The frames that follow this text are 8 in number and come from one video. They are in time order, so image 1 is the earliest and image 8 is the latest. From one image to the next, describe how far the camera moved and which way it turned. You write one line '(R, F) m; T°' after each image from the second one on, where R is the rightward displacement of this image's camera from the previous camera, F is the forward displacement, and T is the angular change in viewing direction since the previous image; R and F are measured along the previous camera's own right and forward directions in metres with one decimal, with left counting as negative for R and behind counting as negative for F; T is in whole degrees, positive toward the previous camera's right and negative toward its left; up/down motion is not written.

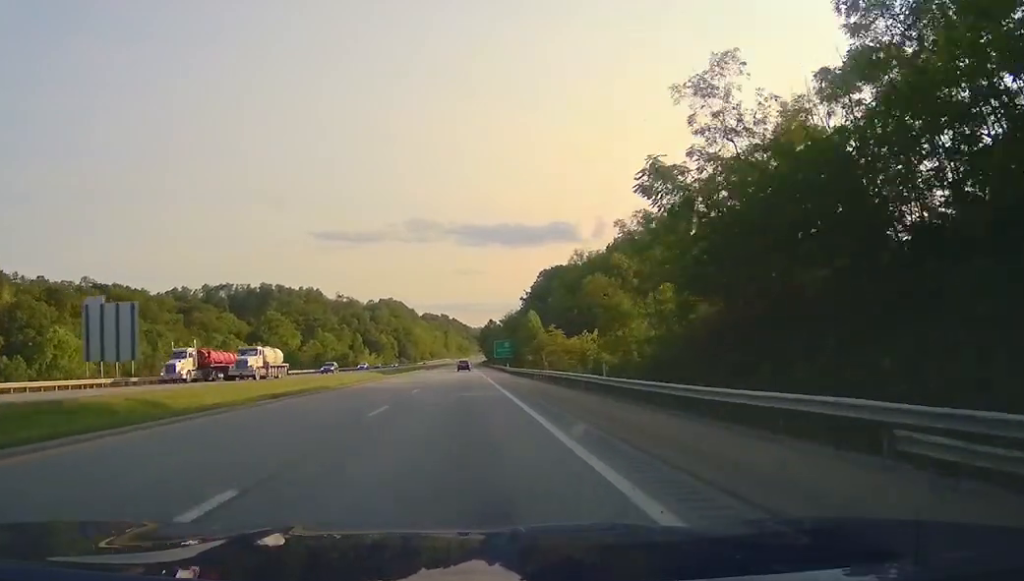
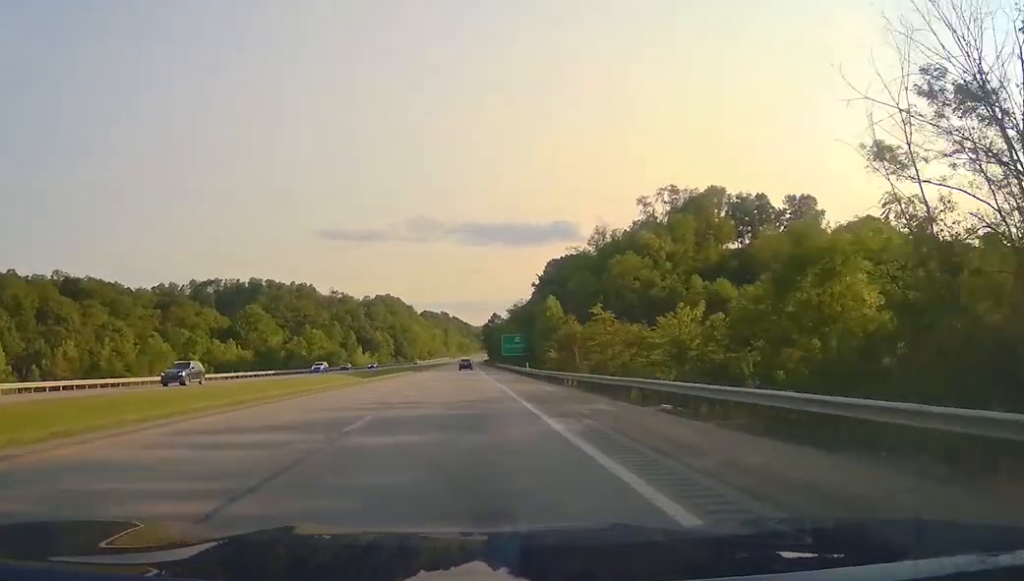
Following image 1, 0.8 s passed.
(-0.1, +28.2) m; -1°
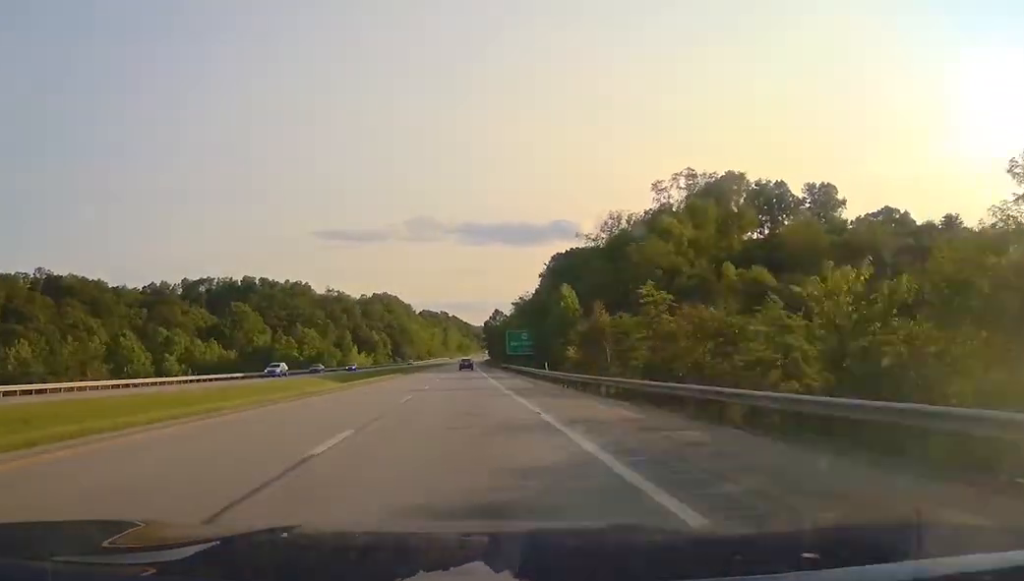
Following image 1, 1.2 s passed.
(0.0, +15.3) m; 0°
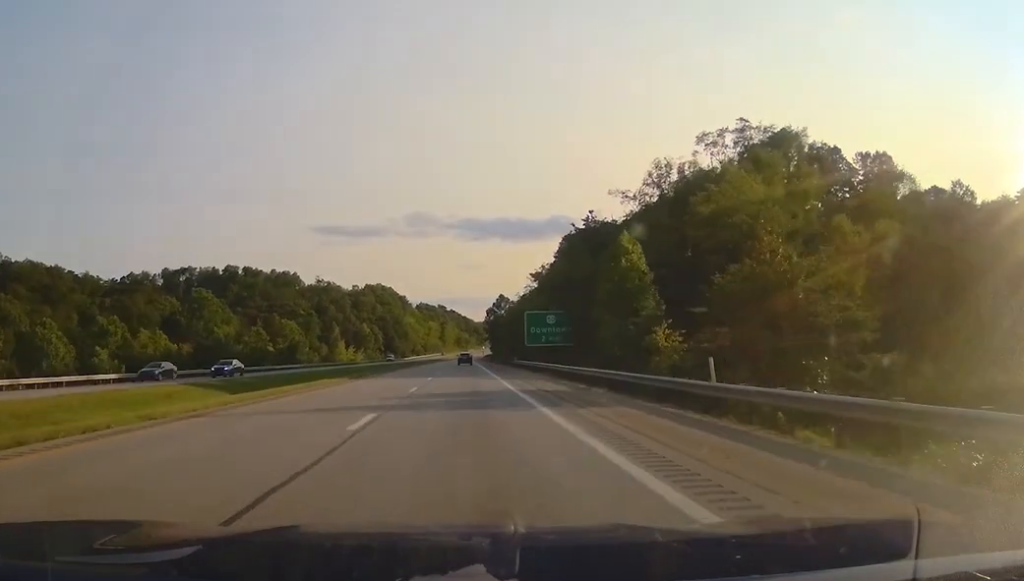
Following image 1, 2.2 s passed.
(-0.1, +34.0) m; 0°
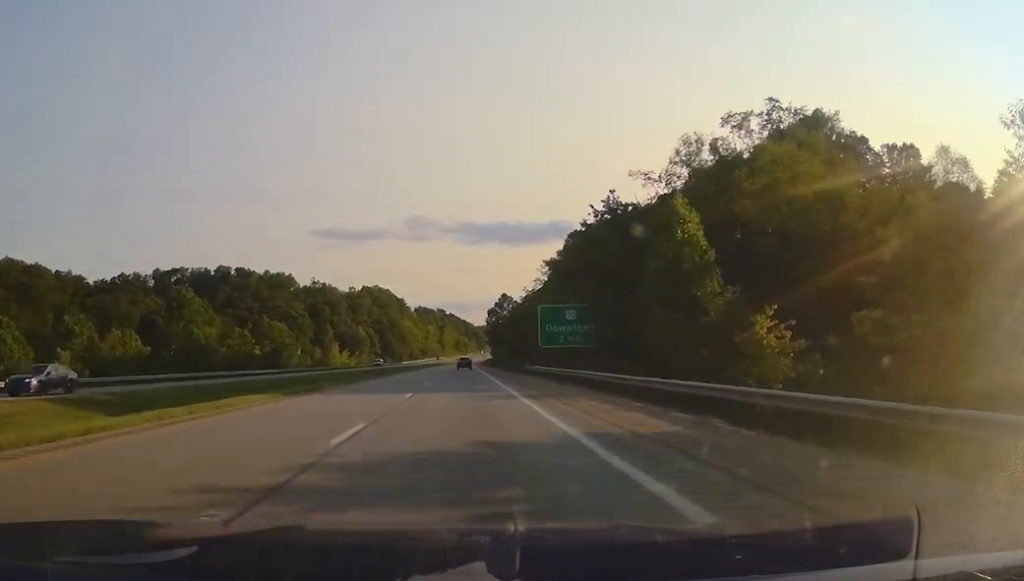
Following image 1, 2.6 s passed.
(+0.1, +14.1) m; 0°
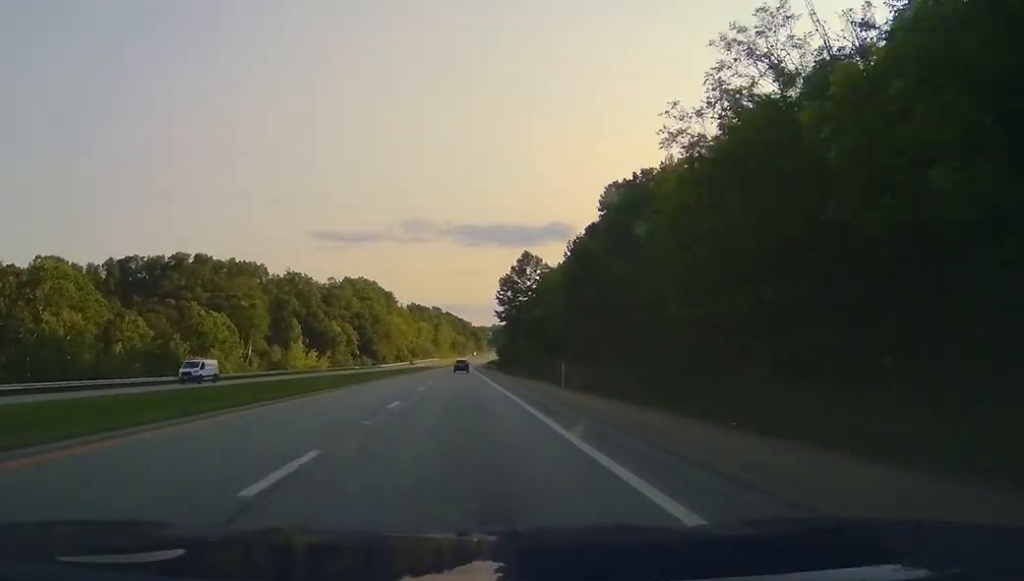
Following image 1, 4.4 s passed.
(+0.2, +65.0) m; 0°
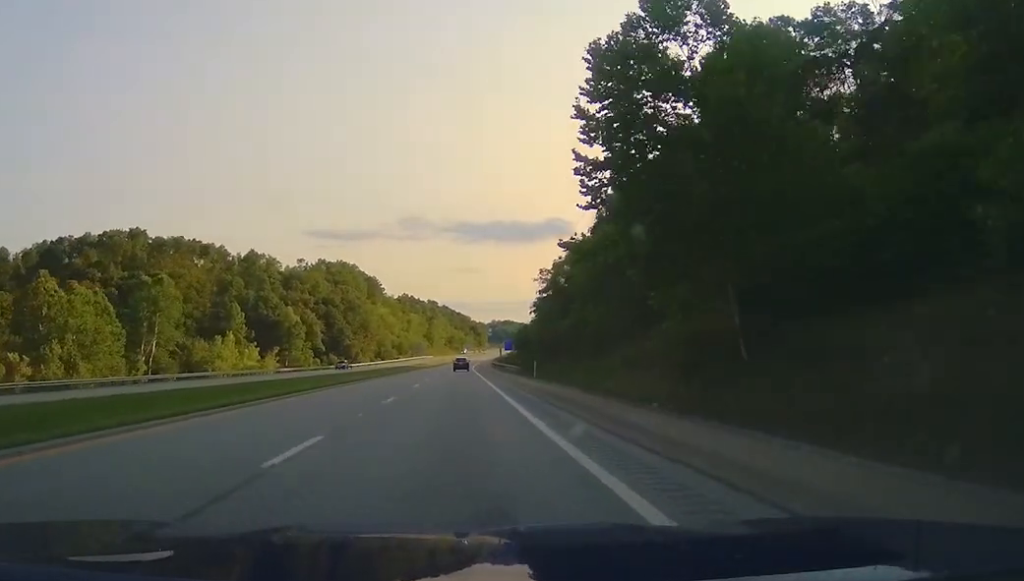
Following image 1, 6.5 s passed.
(0.0, +72.1) m; 0°
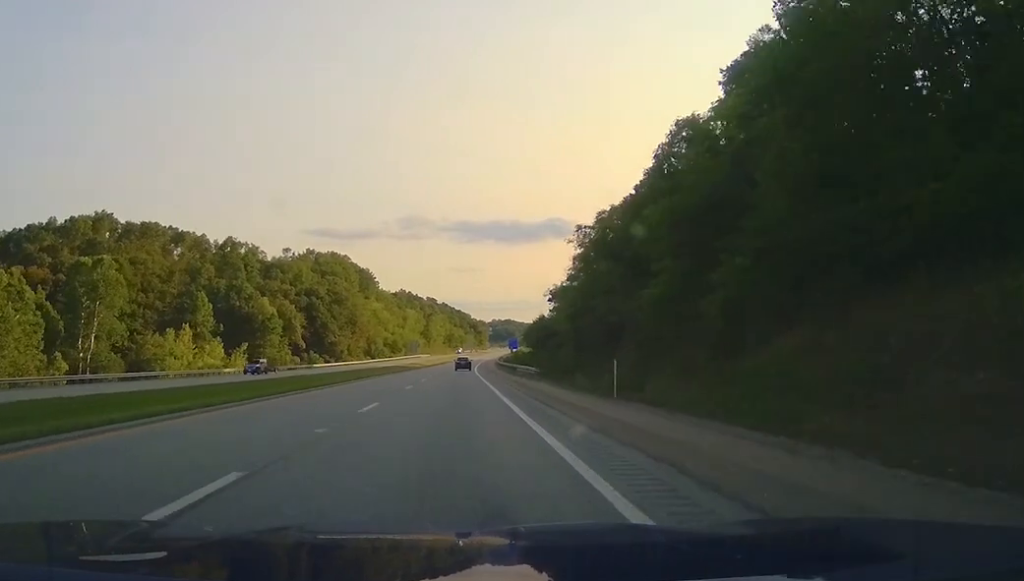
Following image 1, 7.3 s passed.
(-0.3, +28.3) m; +1°
